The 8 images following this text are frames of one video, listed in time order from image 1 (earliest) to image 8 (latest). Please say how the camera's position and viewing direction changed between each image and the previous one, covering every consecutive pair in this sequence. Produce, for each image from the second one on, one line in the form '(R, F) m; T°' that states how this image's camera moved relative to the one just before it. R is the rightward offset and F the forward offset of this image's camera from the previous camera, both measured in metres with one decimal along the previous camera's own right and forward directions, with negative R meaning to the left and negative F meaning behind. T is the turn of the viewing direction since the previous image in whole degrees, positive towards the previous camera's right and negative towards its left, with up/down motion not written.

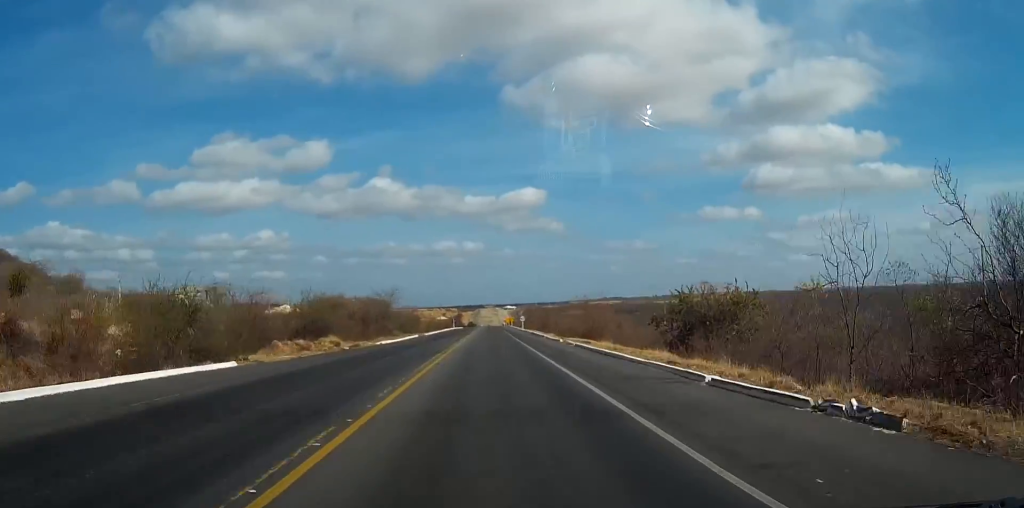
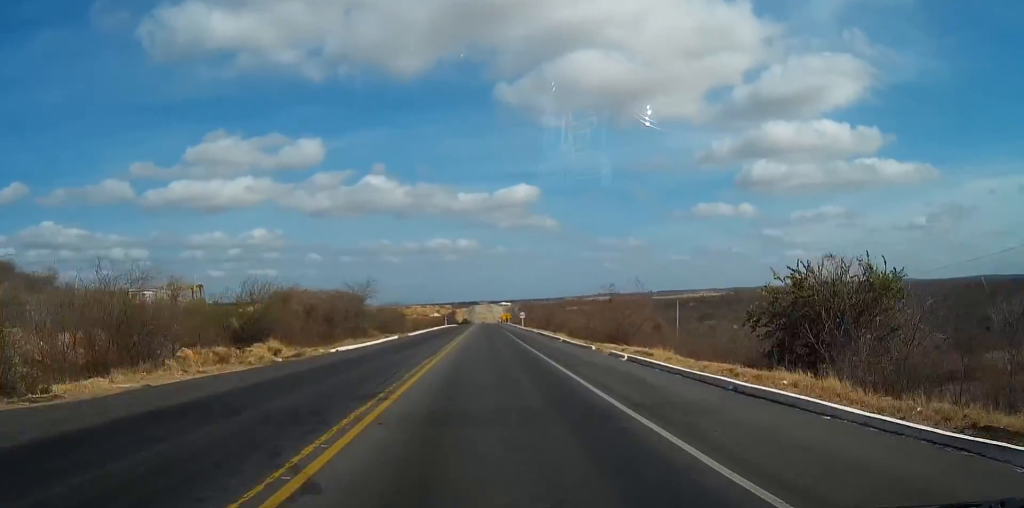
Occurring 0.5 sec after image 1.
(0.0, +14.9) m; 0°
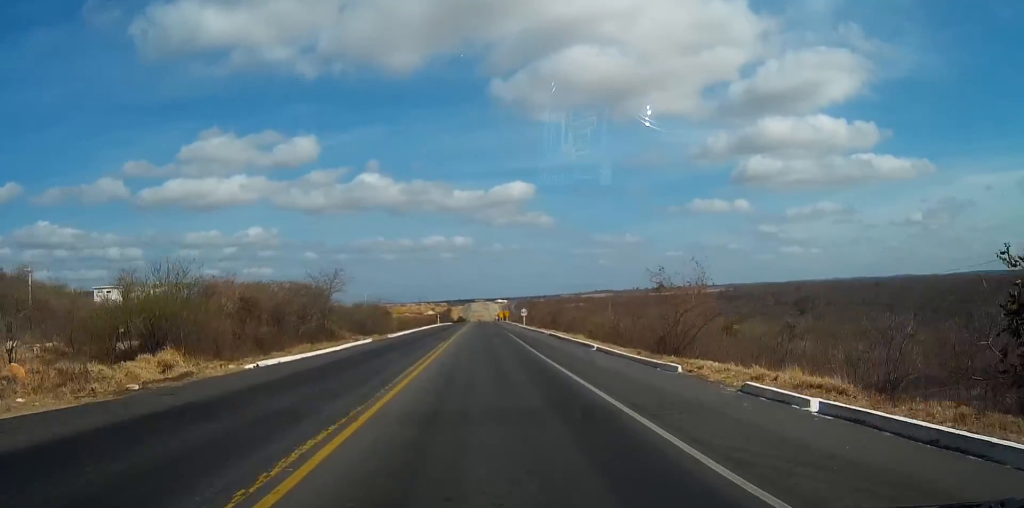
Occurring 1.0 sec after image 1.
(-0.1, +13.9) m; 0°
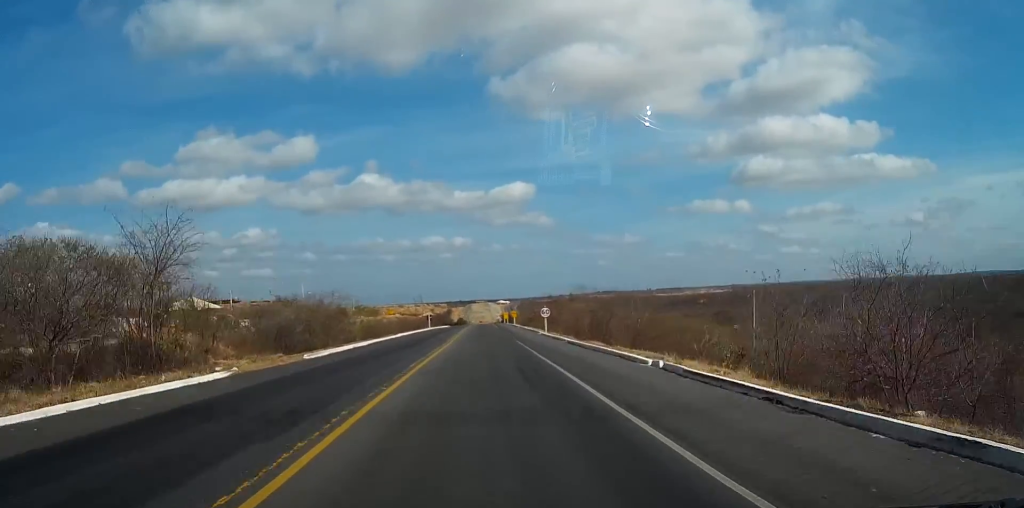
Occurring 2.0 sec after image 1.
(+0.3, +30.8) m; +1°
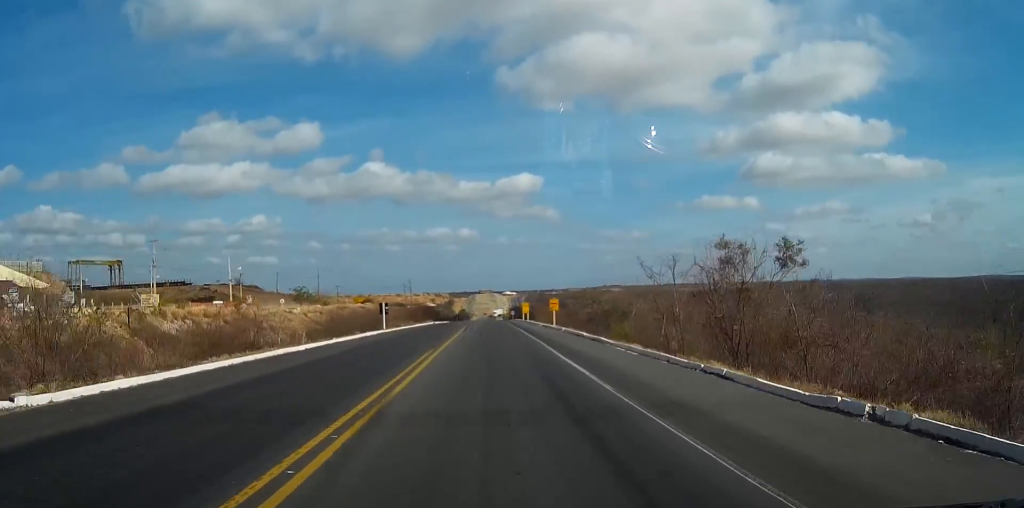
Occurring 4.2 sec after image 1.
(-0.6, +63.5) m; -1°
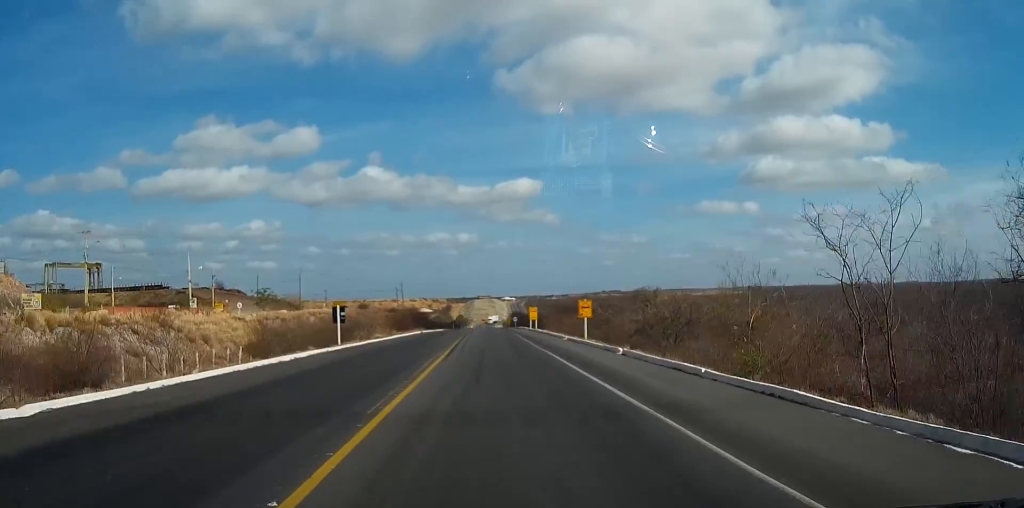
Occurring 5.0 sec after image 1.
(+0.1, +20.5) m; 0°
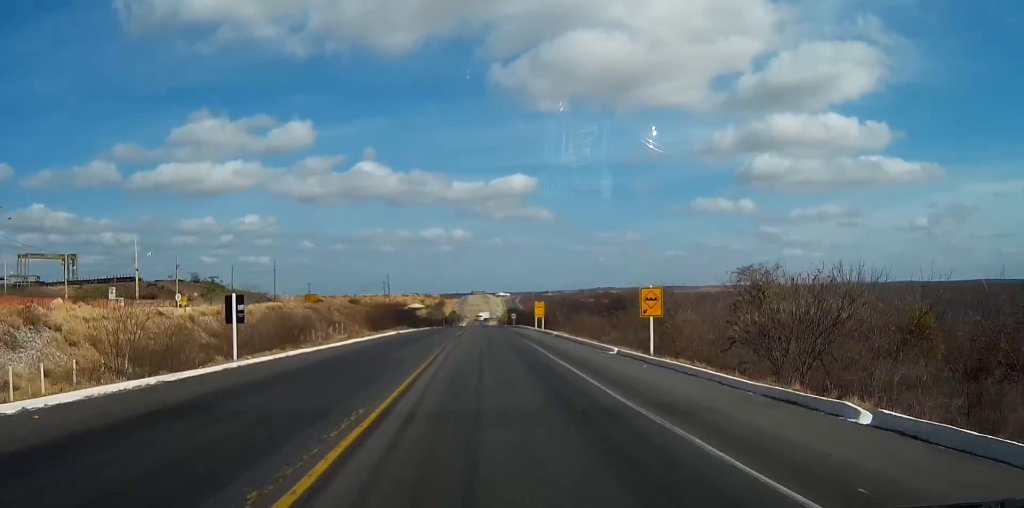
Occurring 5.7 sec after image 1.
(0.0, +18.3) m; 0°
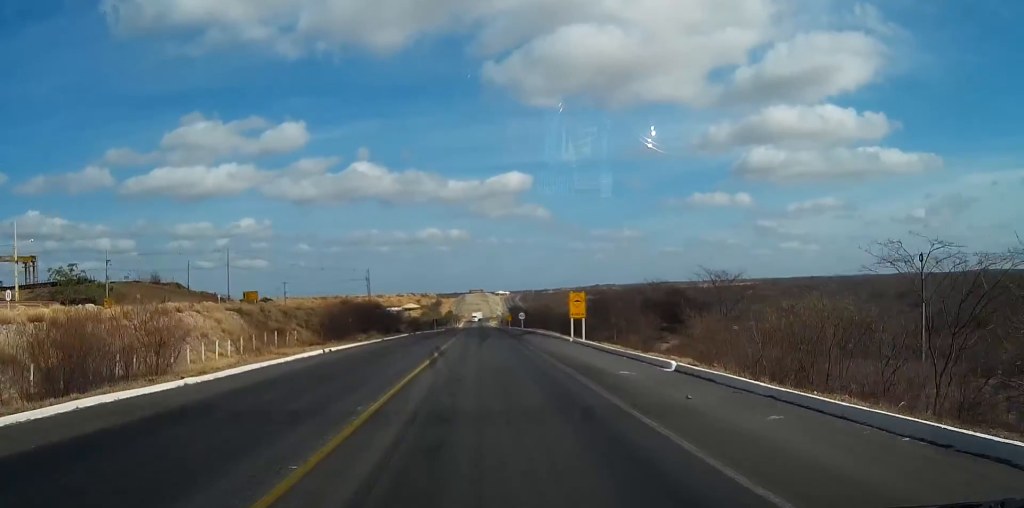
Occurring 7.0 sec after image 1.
(+0.1, +30.8) m; +1°
